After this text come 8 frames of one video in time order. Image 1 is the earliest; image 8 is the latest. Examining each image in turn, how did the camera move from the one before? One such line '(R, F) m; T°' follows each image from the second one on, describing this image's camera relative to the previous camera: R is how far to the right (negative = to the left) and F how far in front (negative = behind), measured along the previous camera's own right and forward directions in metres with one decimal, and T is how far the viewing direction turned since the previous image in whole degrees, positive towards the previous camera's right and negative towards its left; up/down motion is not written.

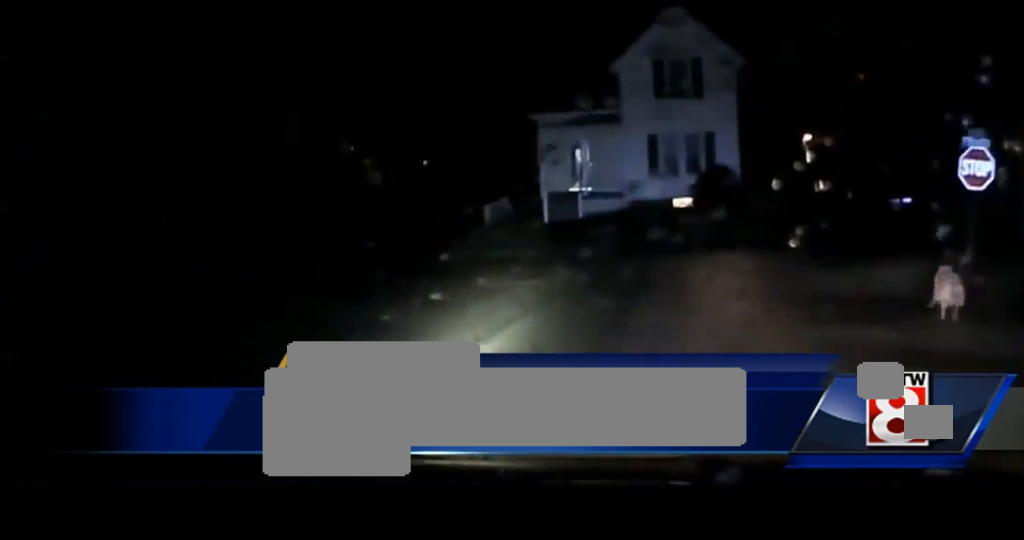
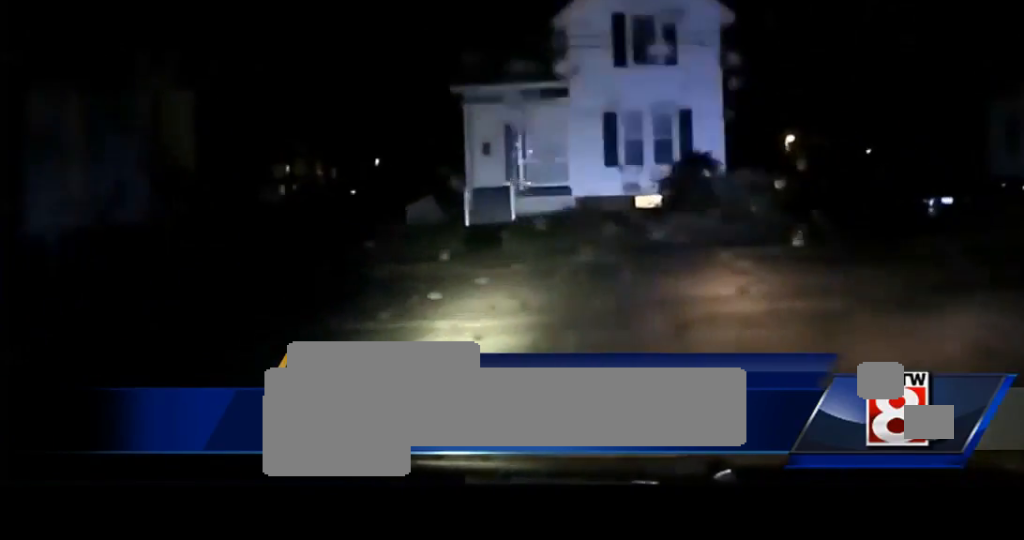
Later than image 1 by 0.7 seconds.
(+0.4, +8.1) m; +16°
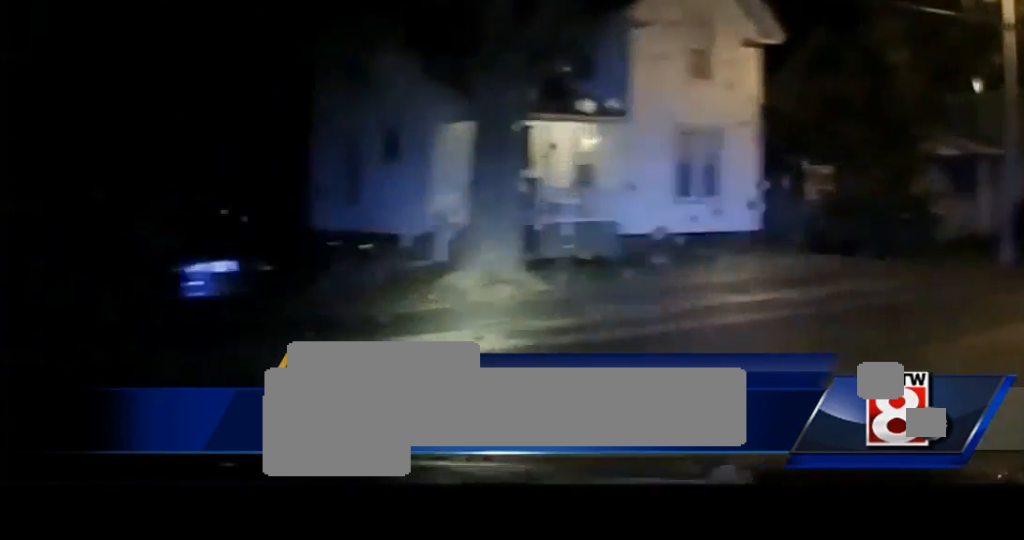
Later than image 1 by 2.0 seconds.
(+5.2, +11.9) m; +40°
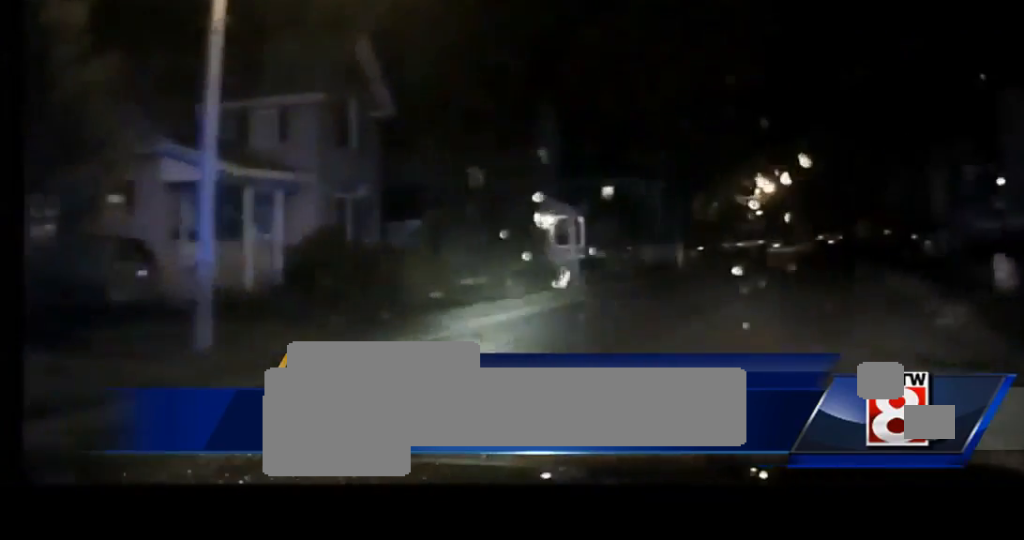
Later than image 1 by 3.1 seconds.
(+2.2, +12.2) m; +11°
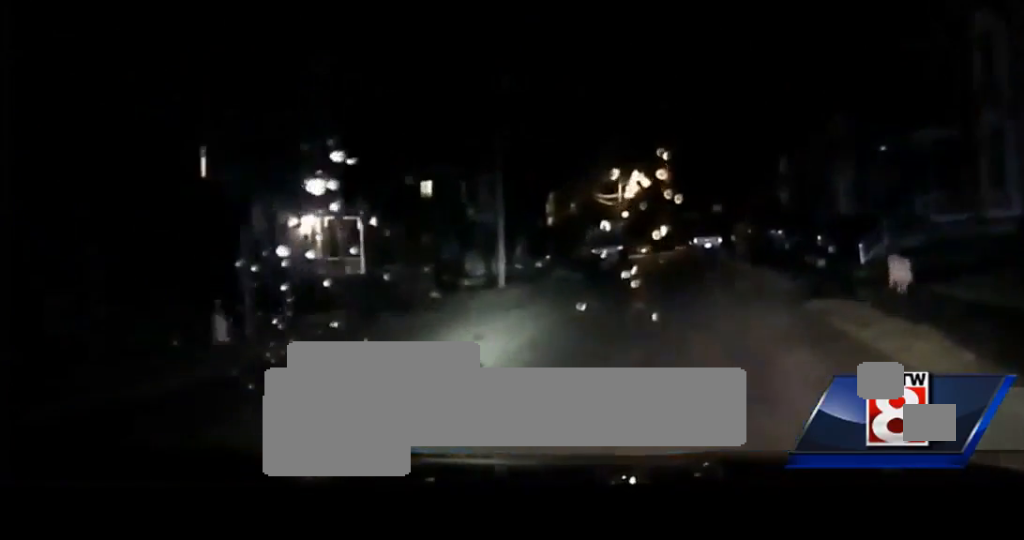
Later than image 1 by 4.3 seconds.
(+0.2, +14.4) m; 0°
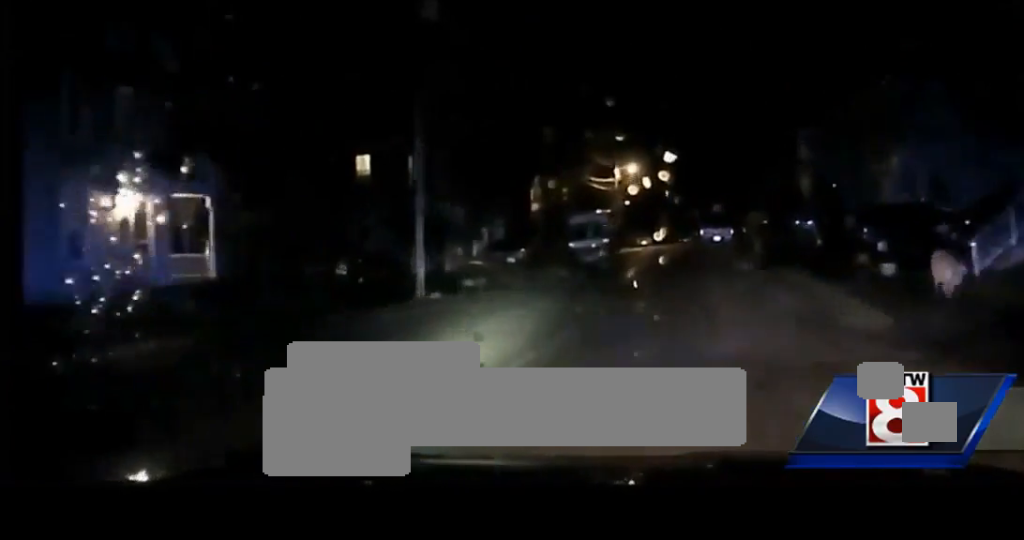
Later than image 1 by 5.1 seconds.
(-0.1, +10.3) m; 0°
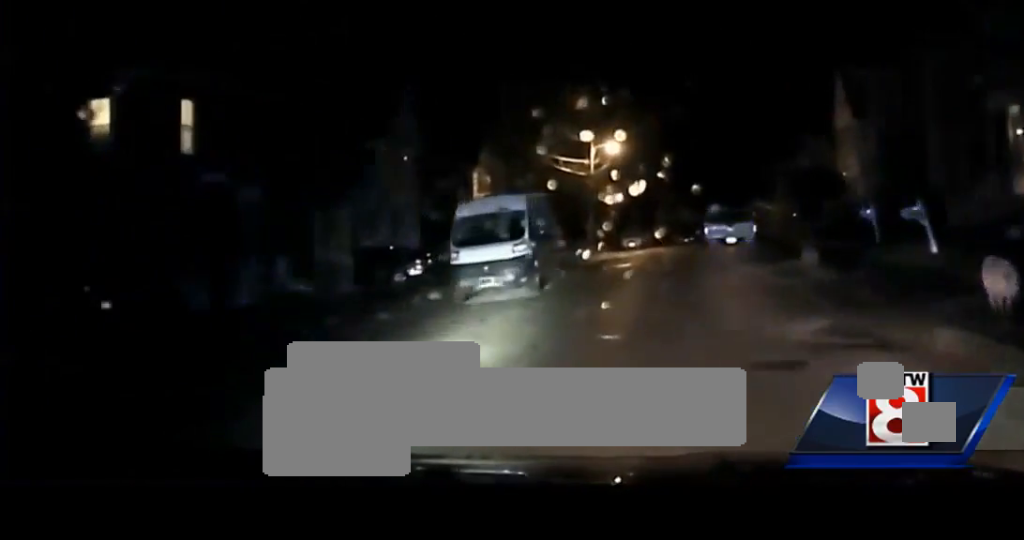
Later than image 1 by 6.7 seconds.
(0.0, +18.0) m; -2°
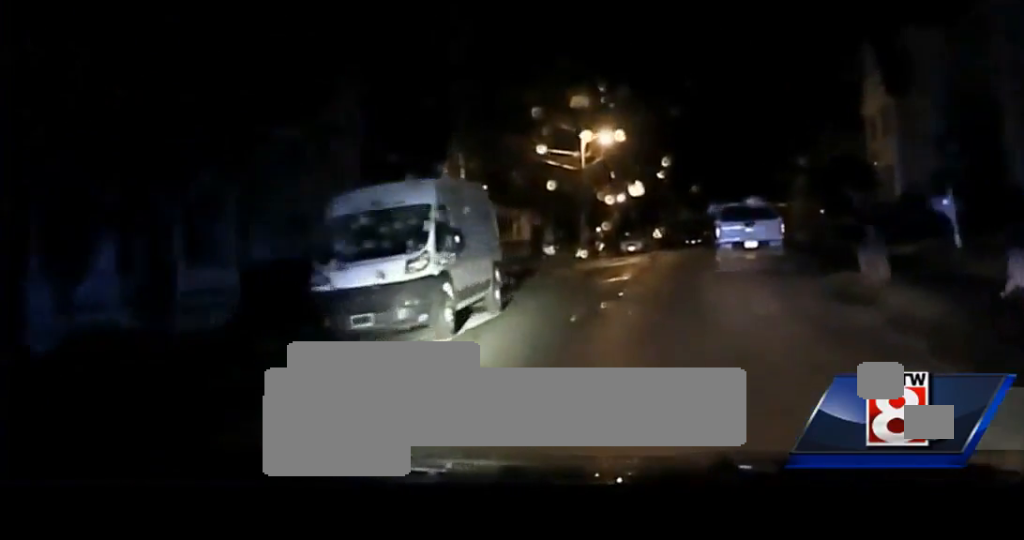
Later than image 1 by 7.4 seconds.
(-0.2, +7.4) m; -2°
